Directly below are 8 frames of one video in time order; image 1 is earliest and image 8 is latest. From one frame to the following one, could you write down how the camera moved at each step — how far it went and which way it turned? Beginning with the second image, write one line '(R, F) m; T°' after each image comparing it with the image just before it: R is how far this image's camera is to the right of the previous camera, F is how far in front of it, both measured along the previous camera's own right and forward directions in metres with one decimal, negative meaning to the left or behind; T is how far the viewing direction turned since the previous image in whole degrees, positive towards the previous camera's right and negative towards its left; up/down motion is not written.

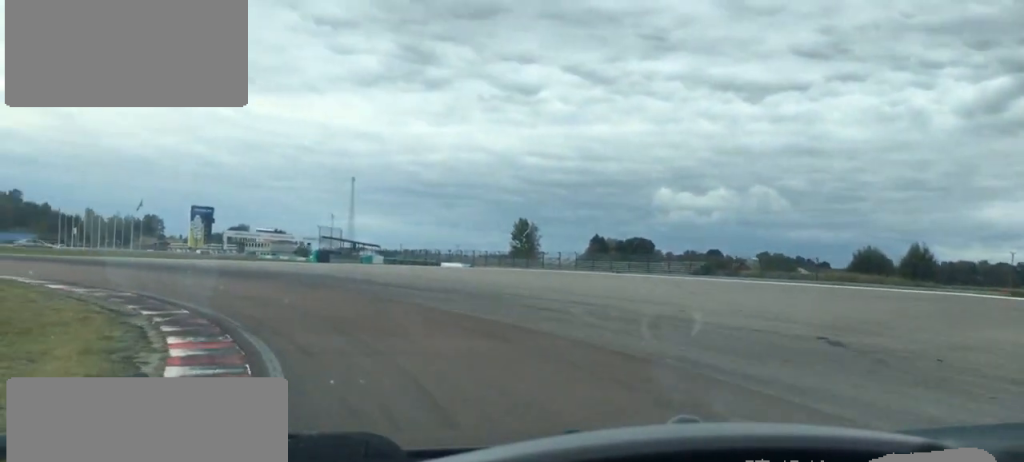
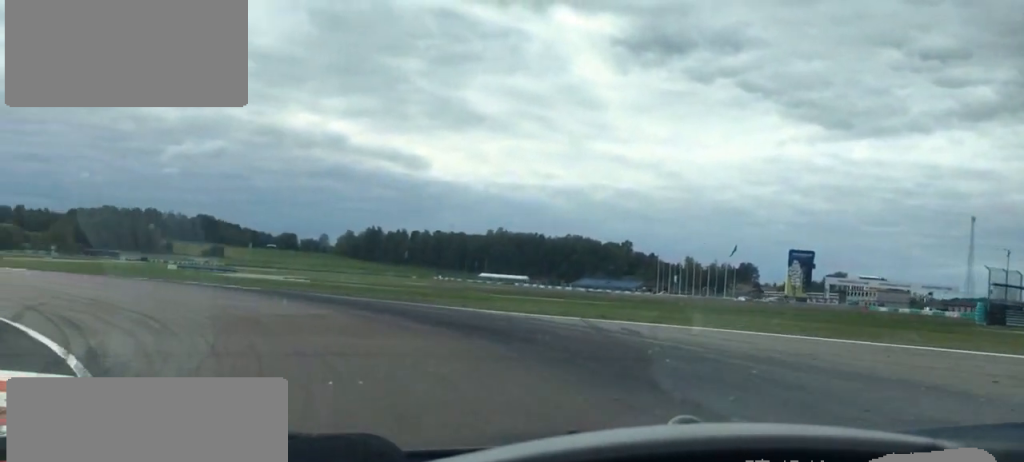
(-7.6, +22.6) m; -39°
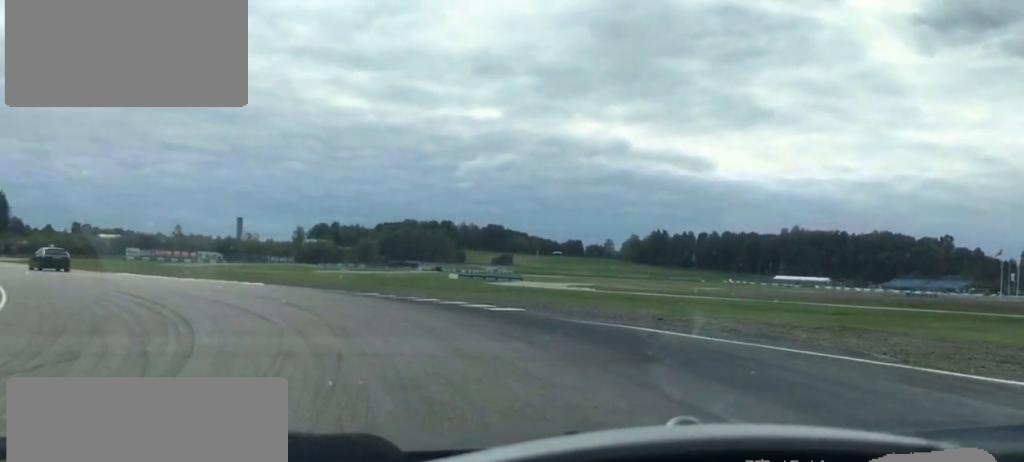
(-2.6, +13.2) m; -18°
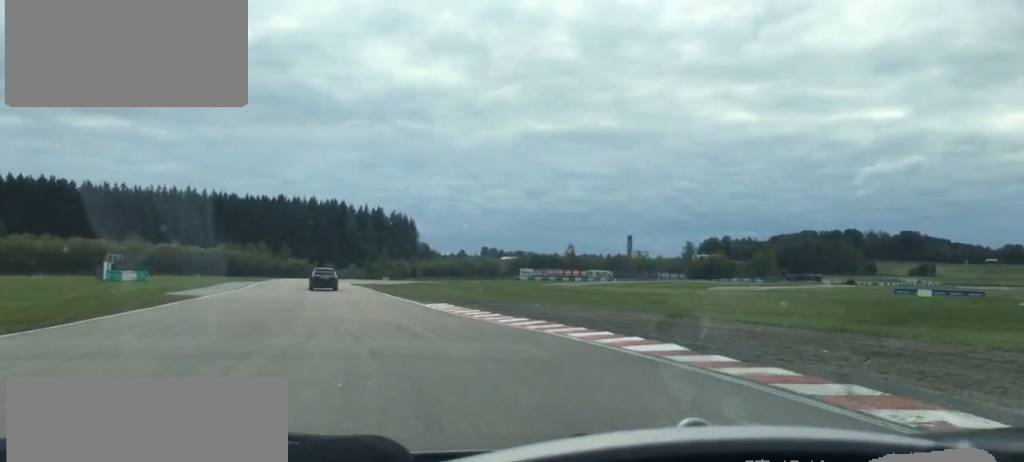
(-5.8, +28.2) m; -22°
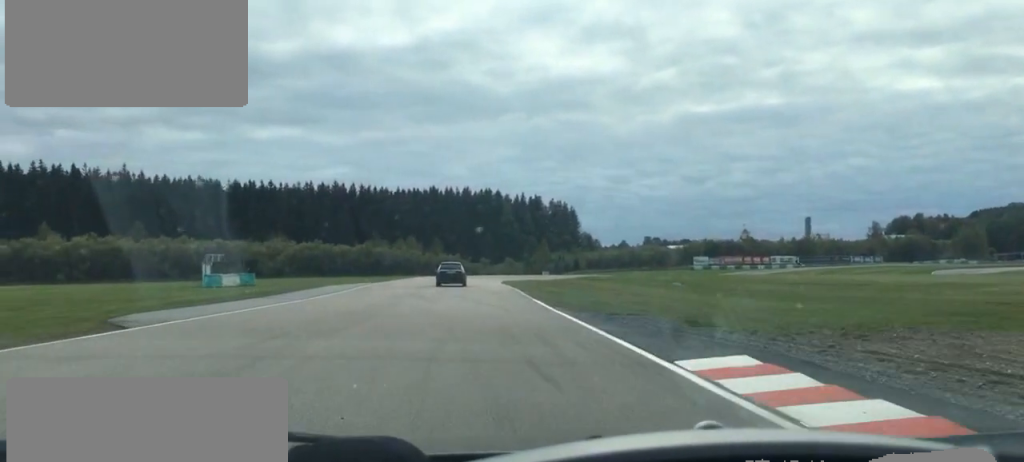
(-3.1, +26.0) m; -9°
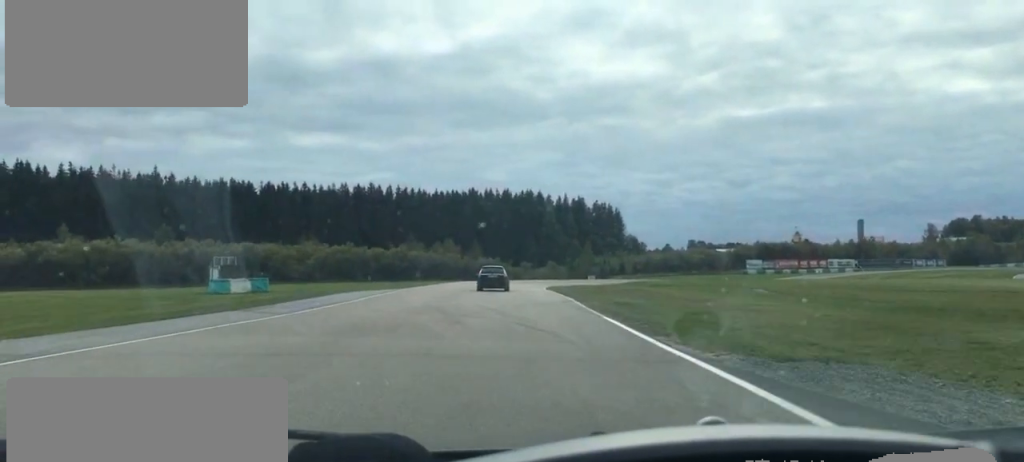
(-0.3, +9.7) m; -1°
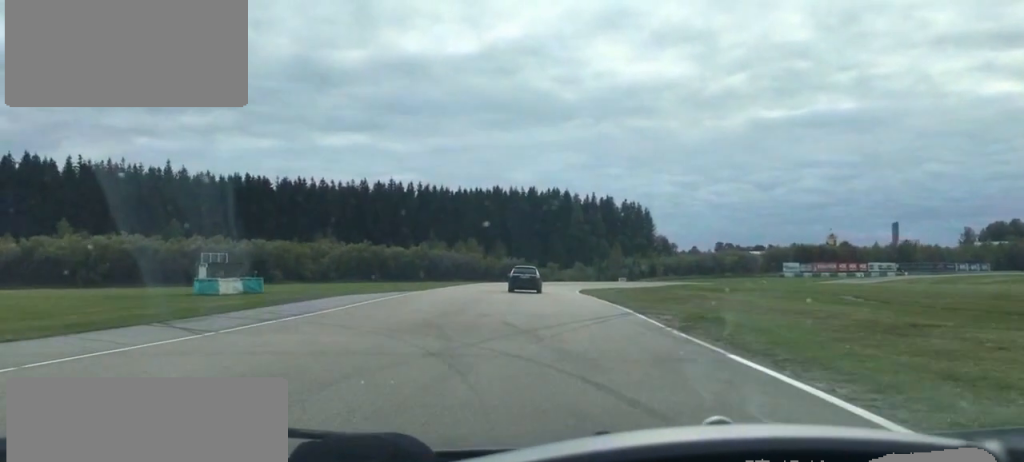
(-0.1, +9.7) m; 0°
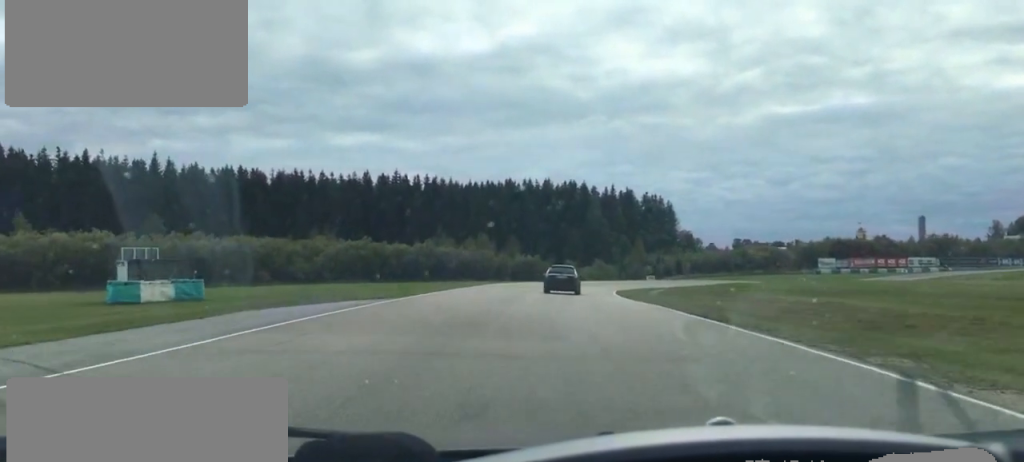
(+0.3, +15.4) m; 0°
